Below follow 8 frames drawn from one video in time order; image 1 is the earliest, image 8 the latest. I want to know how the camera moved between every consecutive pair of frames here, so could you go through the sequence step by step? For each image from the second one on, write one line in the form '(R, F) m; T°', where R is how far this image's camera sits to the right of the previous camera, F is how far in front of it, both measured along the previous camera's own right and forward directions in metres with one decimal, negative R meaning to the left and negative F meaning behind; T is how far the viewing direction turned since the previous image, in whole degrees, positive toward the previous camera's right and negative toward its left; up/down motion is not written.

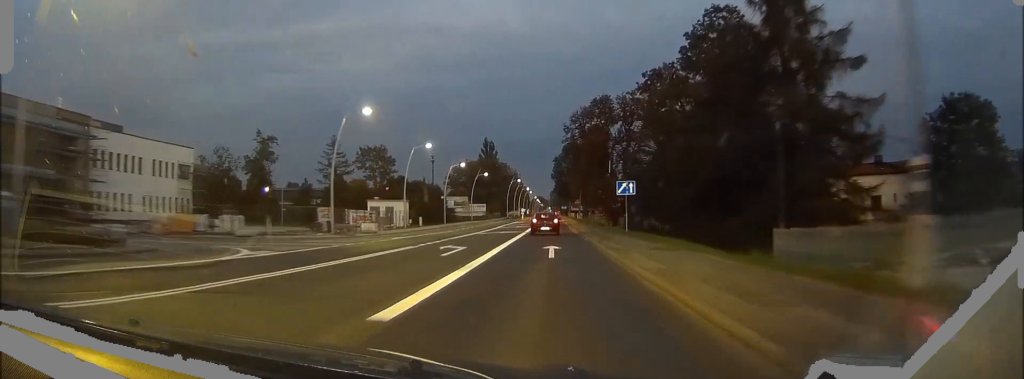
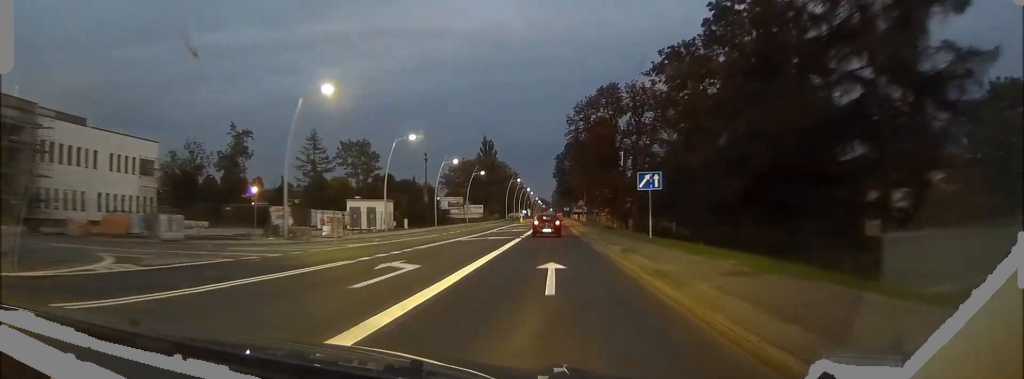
(0.0, +9.1) m; 0°
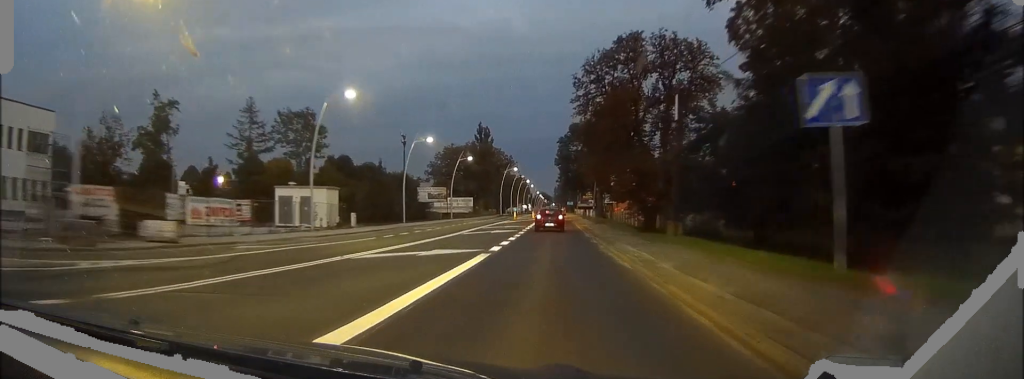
(0.0, +19.9) m; 0°
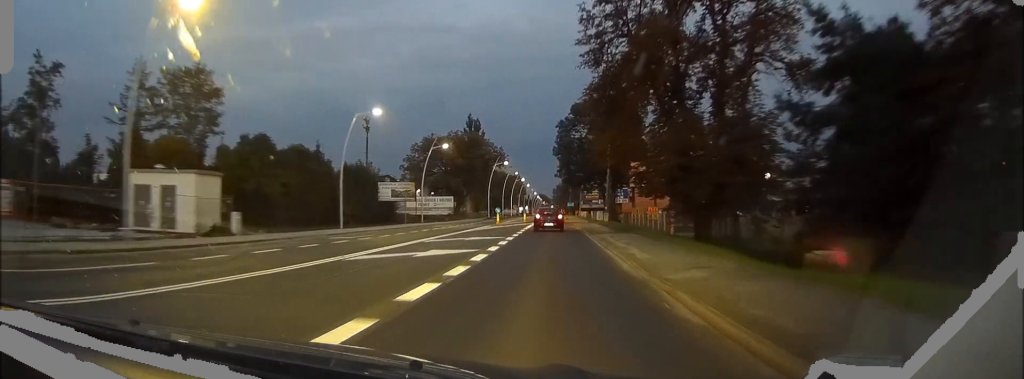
(-0.1, +20.4) m; 0°
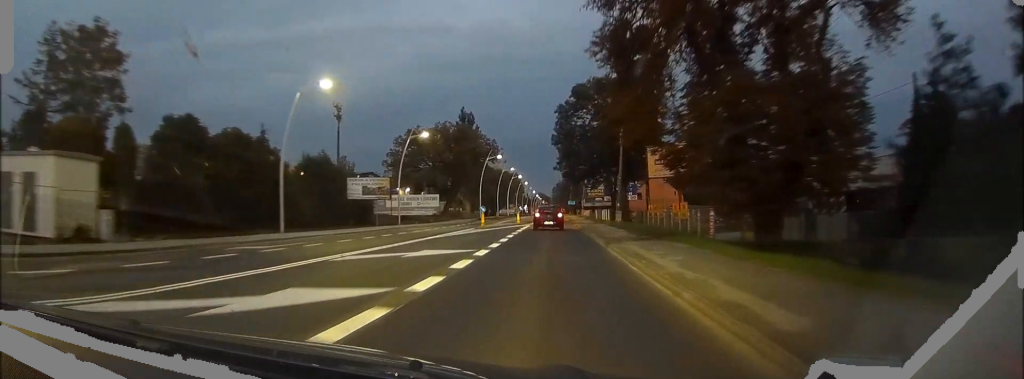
(0.0, +11.2) m; 0°
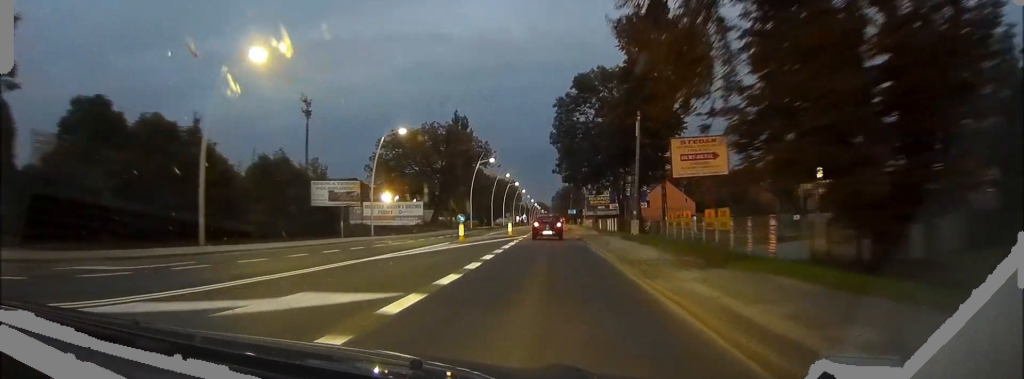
(0.0, +9.4) m; 0°
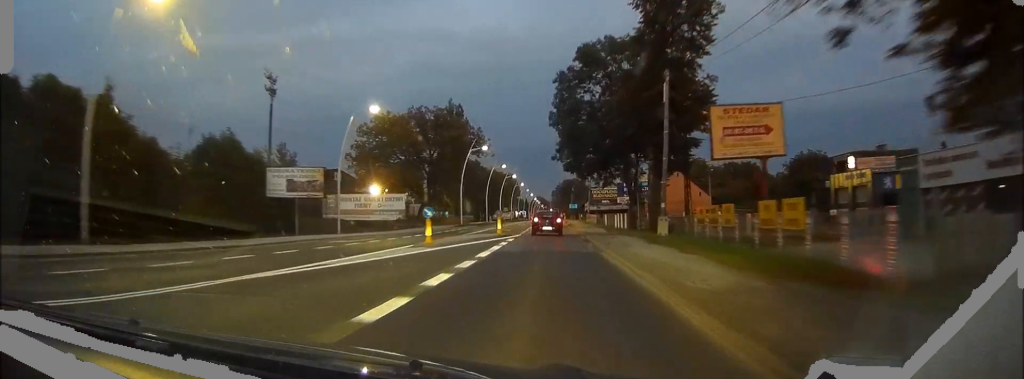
(0.0, +8.8) m; 0°
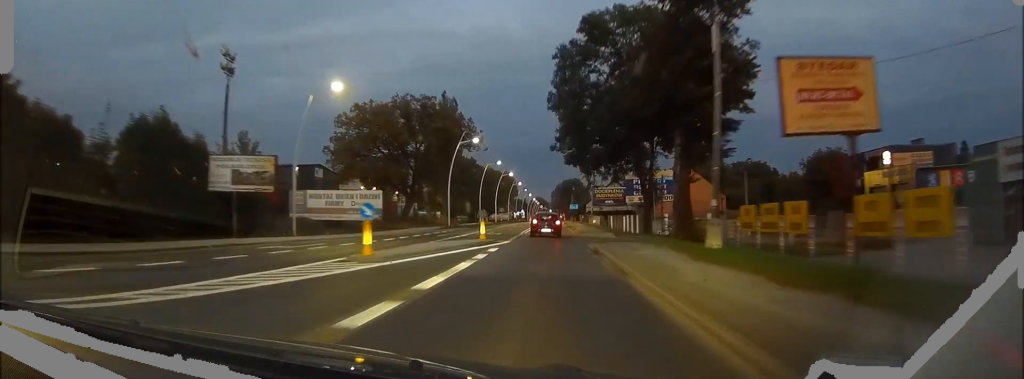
(0.0, +8.2) m; 0°
